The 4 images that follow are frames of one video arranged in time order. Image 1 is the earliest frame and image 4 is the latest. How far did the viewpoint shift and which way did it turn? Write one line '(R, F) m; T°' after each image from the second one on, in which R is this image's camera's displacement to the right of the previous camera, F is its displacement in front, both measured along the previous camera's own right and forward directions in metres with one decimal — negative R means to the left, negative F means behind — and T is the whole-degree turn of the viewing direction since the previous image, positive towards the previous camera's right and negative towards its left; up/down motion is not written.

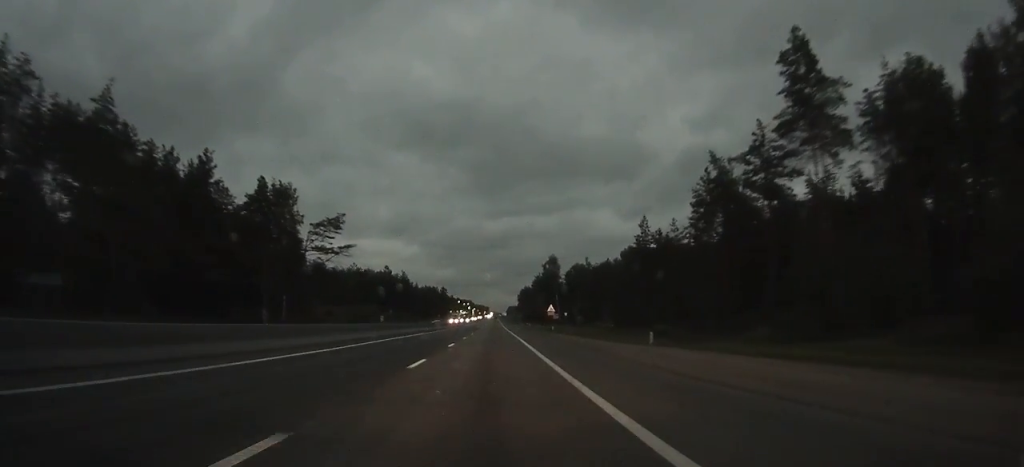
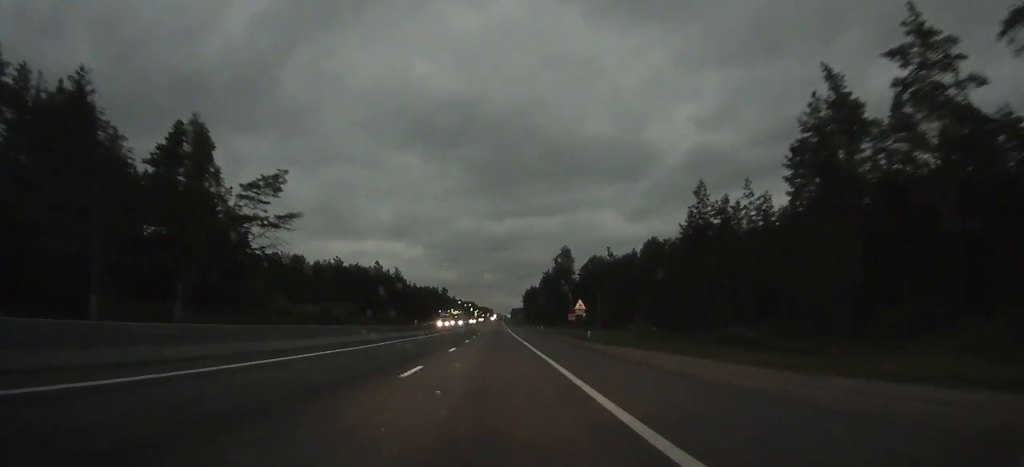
(0.0, +25.8) m; 0°
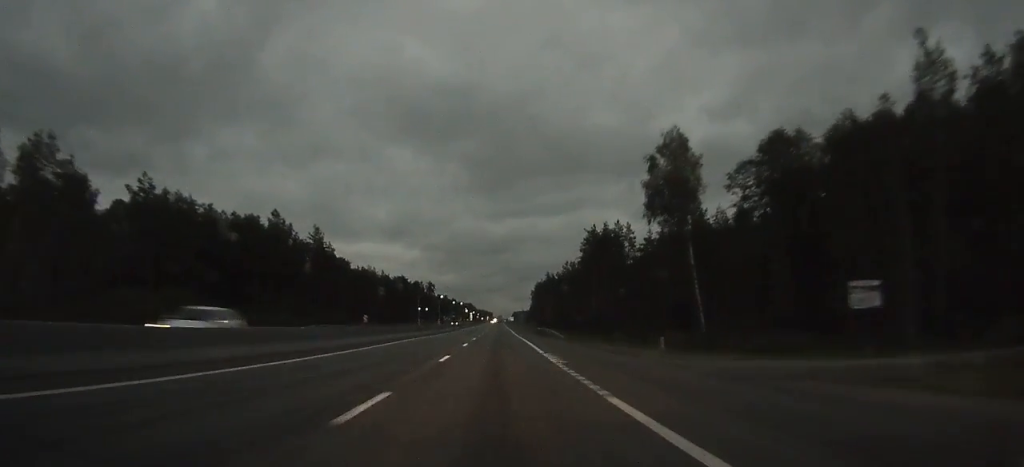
(-0.1, +101.5) m; 0°
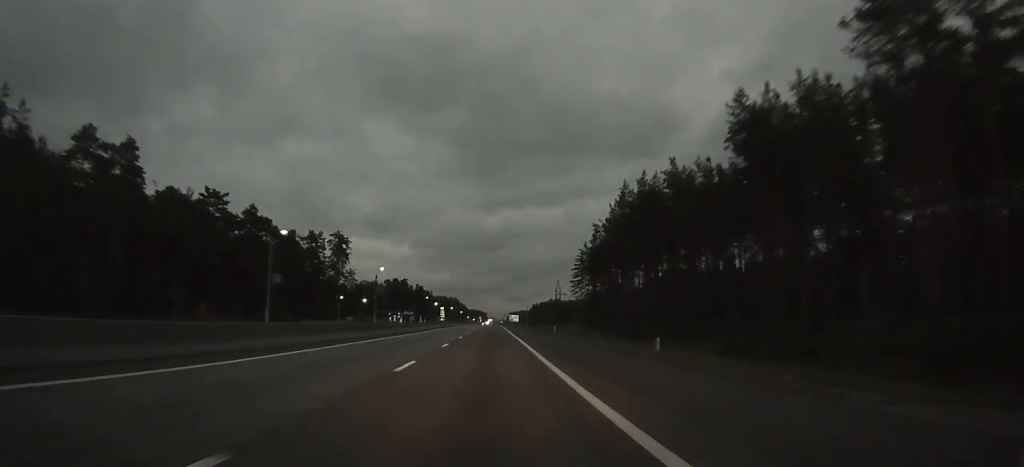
(+0.4, +210.4) m; 0°
